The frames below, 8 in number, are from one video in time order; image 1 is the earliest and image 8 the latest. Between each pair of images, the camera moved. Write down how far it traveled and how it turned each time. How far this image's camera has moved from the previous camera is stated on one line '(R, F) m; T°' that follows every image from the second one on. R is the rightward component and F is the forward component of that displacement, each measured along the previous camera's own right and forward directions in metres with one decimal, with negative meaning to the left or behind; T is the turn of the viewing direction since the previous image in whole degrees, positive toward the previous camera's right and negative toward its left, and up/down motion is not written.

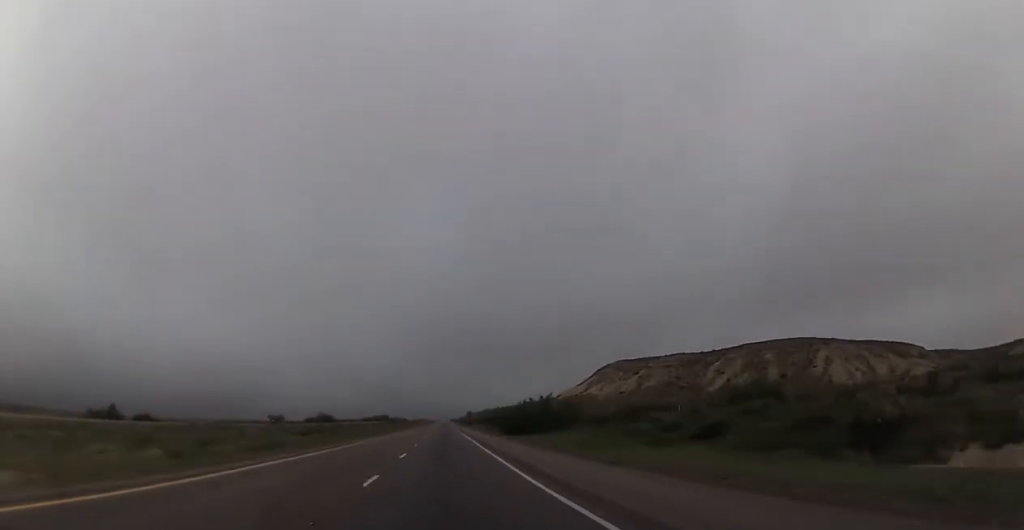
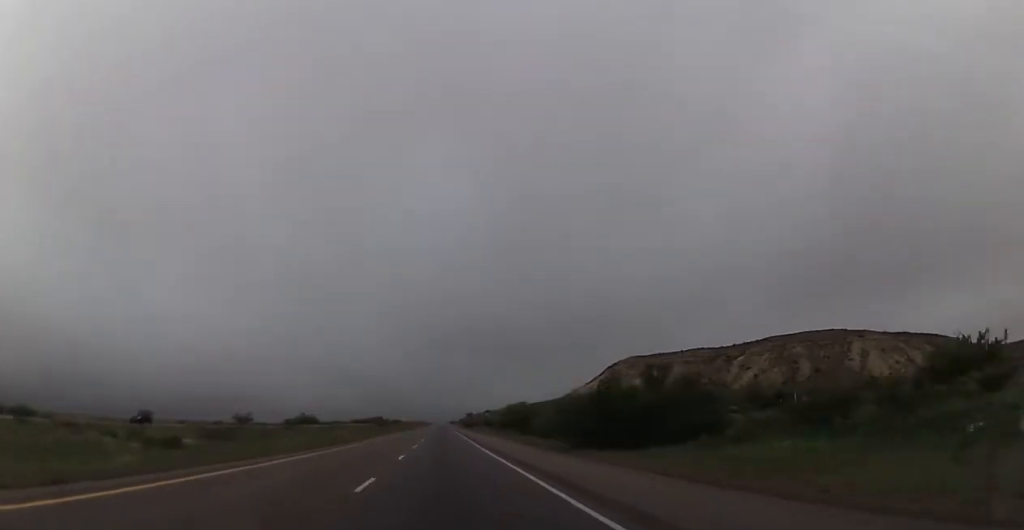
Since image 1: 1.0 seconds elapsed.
(+0.2, +38.0) m; 0°
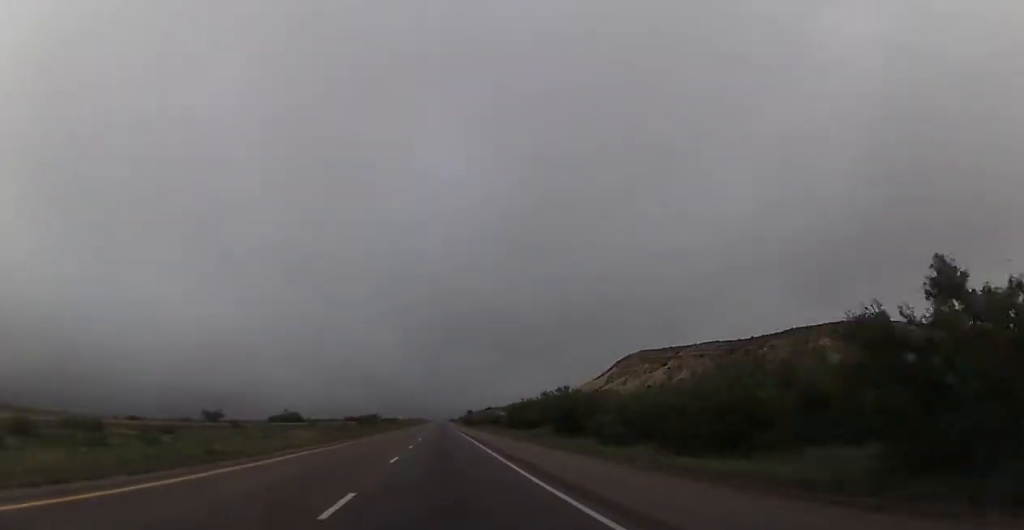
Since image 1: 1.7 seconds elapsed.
(-0.1, +27.8) m; 0°
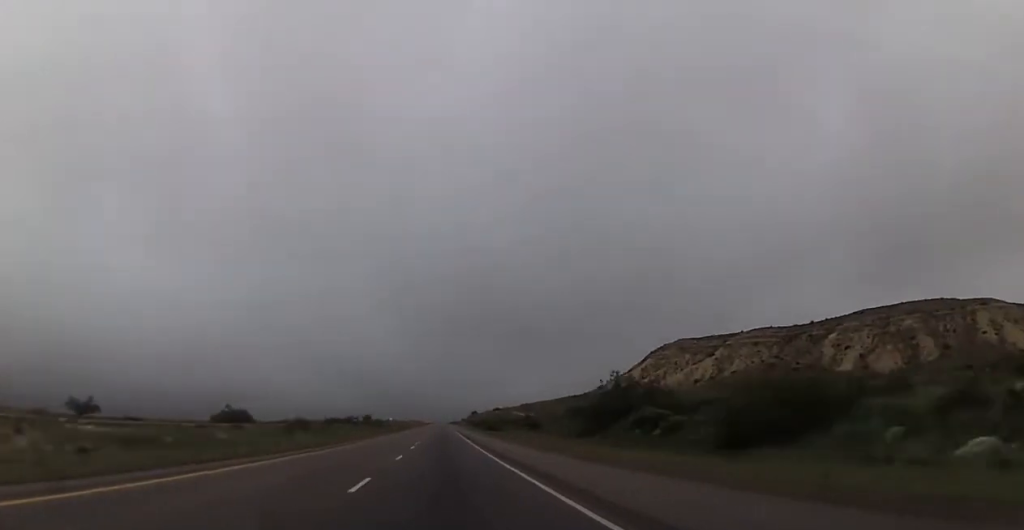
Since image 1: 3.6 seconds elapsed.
(+0.1, +69.2) m; 0°
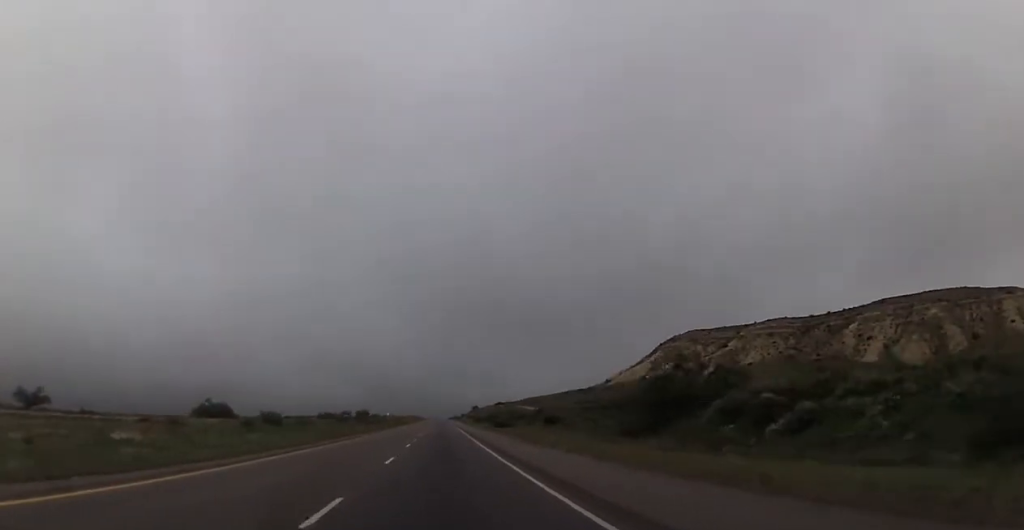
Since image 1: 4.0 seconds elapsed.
(-0.3, +16.4) m; 0°
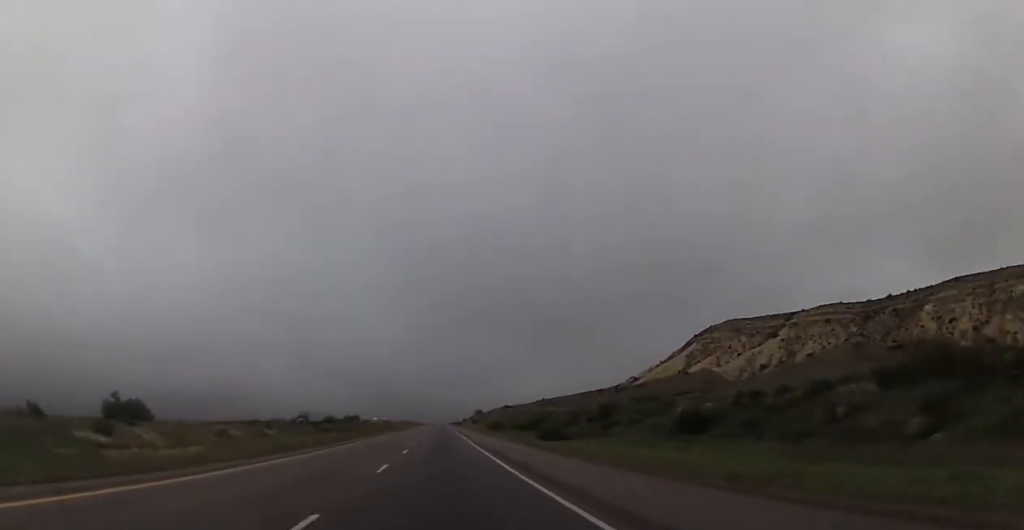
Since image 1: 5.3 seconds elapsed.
(+0.3, +50.4) m; +1°
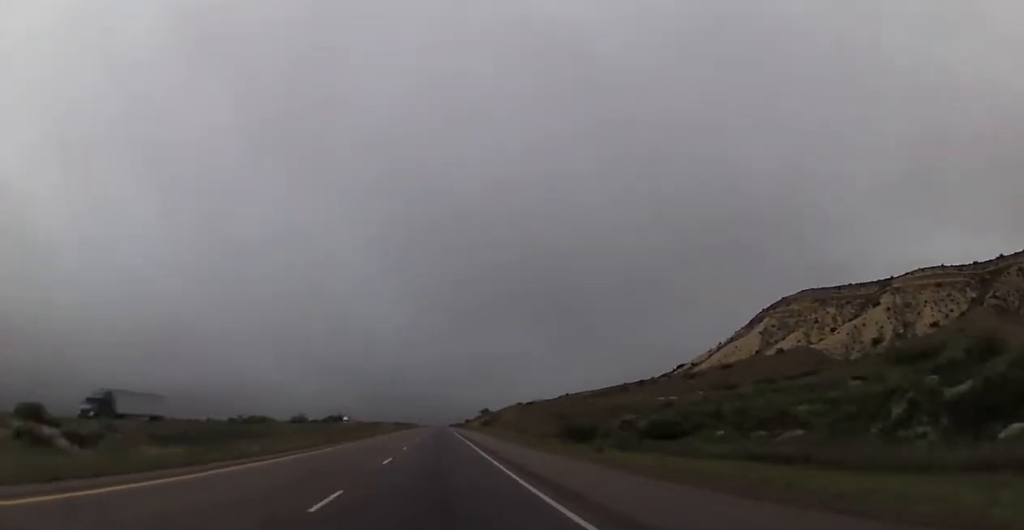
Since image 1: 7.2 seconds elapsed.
(-0.7, +69.3) m; -1°
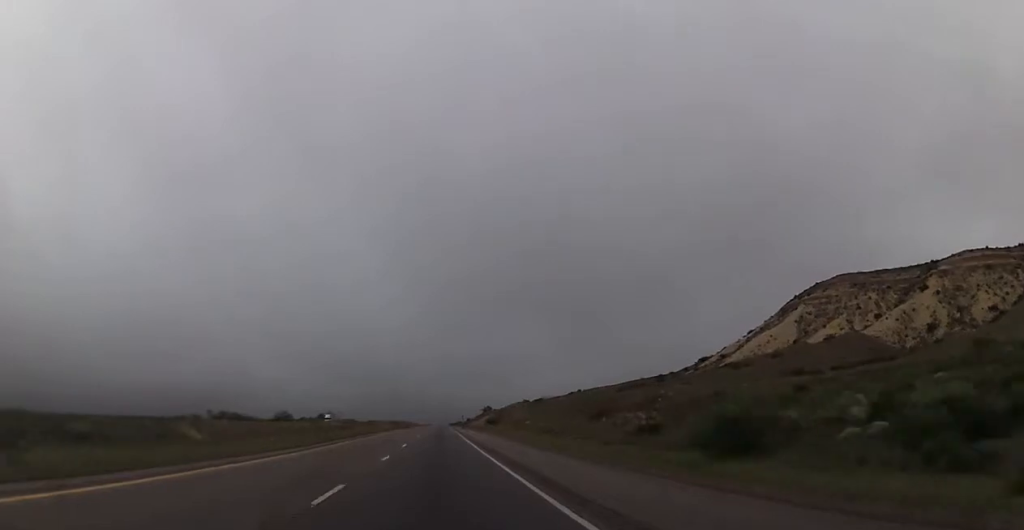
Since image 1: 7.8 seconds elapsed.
(+0.1, +23.9) m; 0°
